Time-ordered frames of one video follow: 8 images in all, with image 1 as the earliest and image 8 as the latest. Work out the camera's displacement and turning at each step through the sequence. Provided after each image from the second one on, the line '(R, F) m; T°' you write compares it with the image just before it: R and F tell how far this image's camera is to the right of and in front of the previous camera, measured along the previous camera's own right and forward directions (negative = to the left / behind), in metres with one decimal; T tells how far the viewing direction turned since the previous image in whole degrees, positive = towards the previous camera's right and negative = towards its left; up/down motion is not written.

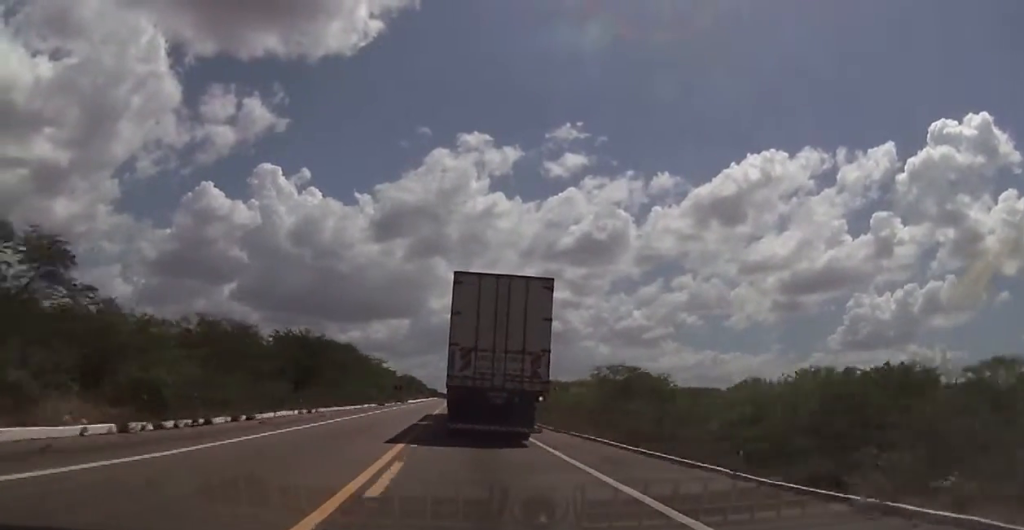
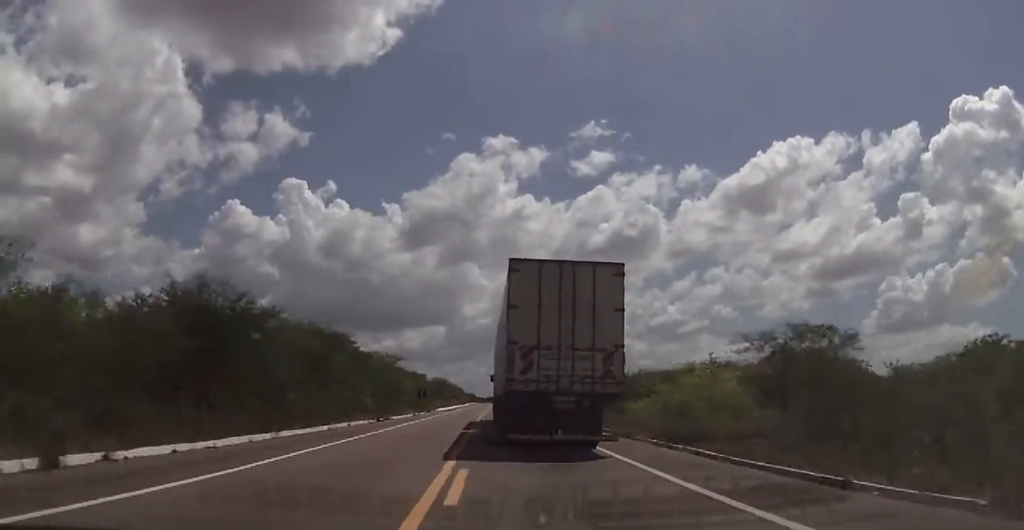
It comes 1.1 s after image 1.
(-0.4, +23.2) m; -2°
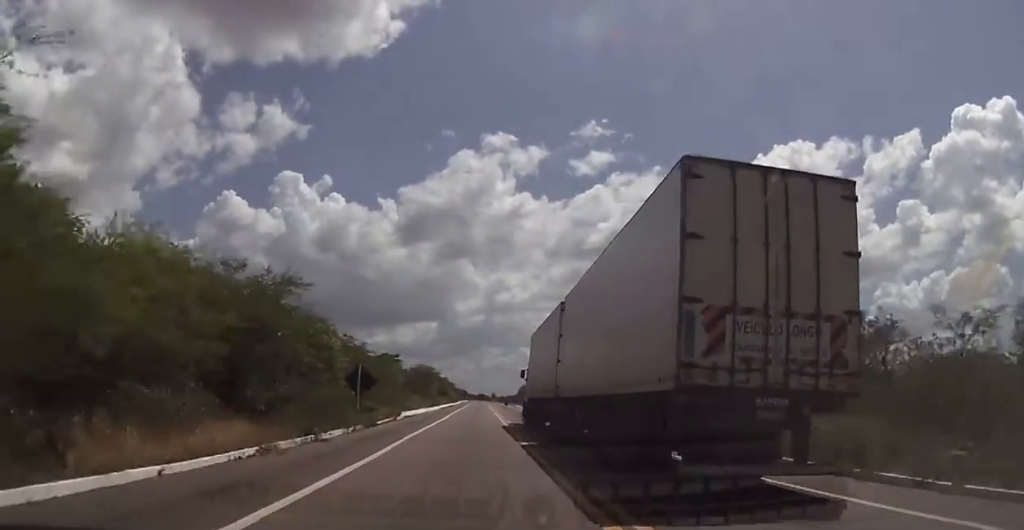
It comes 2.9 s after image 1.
(-1.0, +41.9) m; -2°
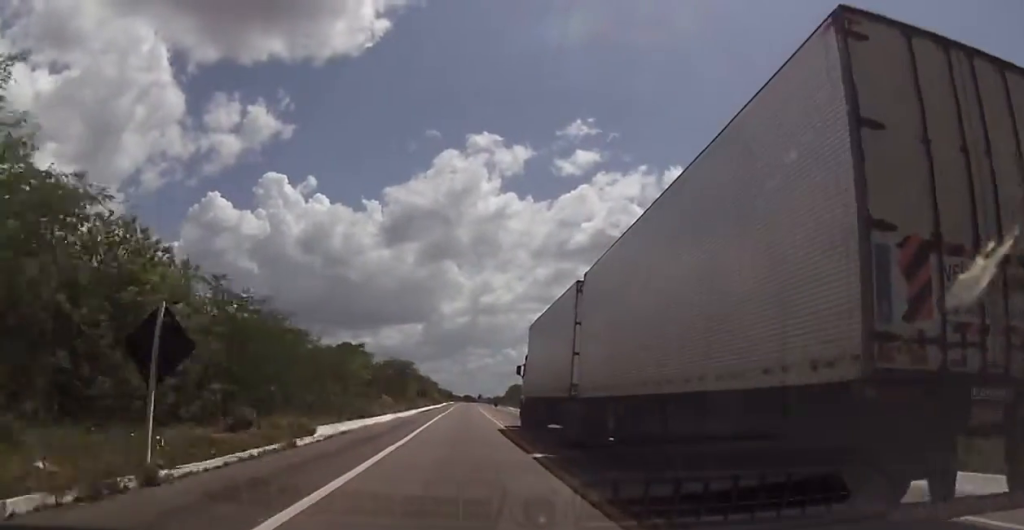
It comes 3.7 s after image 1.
(0.0, +19.1) m; 0°
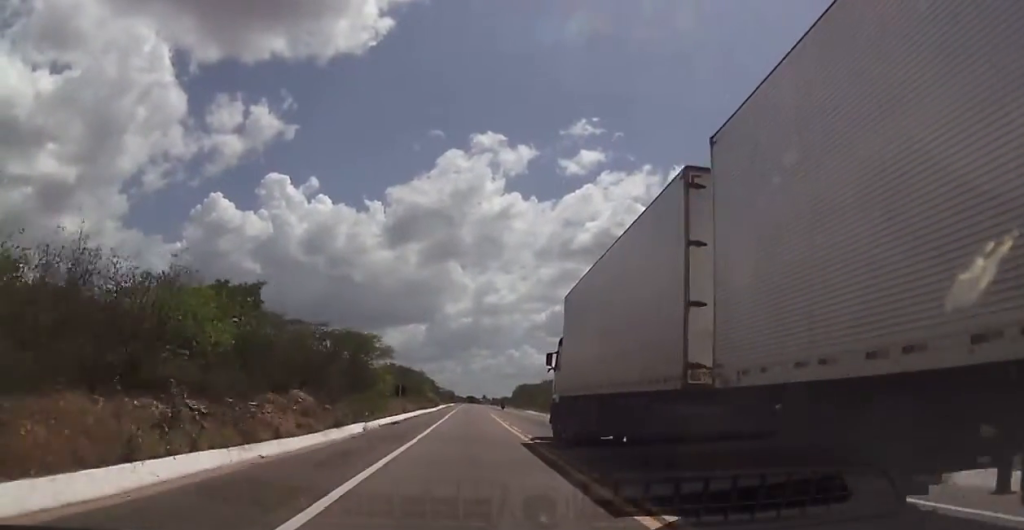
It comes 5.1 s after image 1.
(+0.5, +35.7) m; +1°
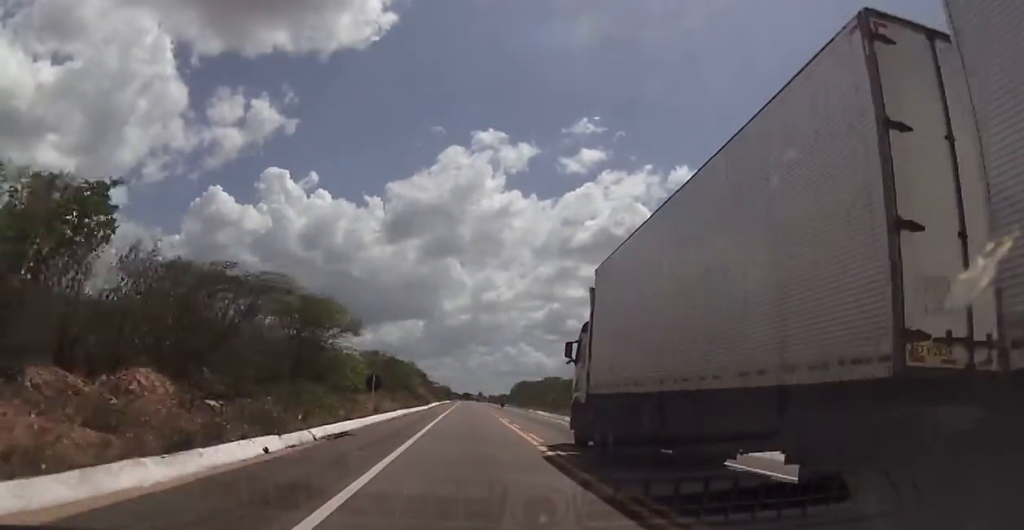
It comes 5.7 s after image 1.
(+0.3, +15.3) m; 0°
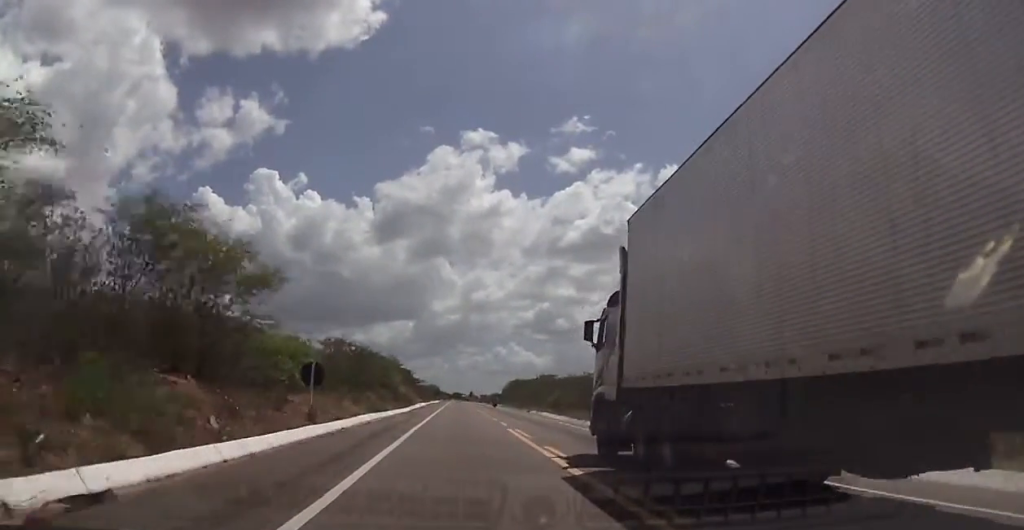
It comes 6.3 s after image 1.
(-0.3, +15.1) m; +1°
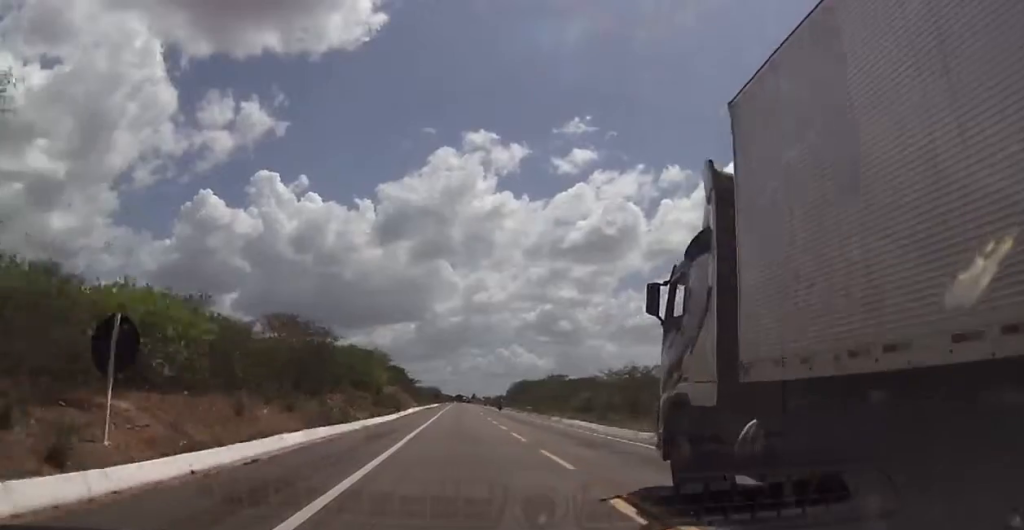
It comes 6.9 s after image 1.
(0.0, +16.2) m; 0°
